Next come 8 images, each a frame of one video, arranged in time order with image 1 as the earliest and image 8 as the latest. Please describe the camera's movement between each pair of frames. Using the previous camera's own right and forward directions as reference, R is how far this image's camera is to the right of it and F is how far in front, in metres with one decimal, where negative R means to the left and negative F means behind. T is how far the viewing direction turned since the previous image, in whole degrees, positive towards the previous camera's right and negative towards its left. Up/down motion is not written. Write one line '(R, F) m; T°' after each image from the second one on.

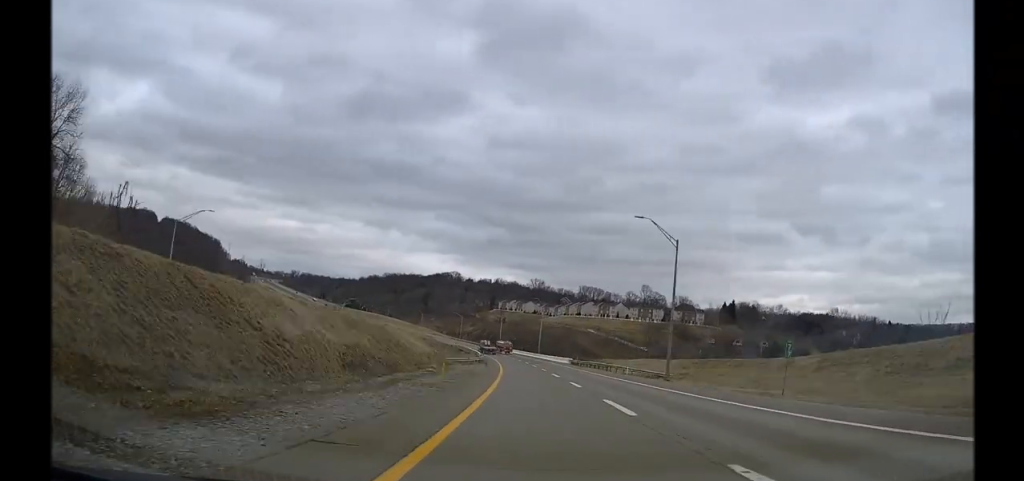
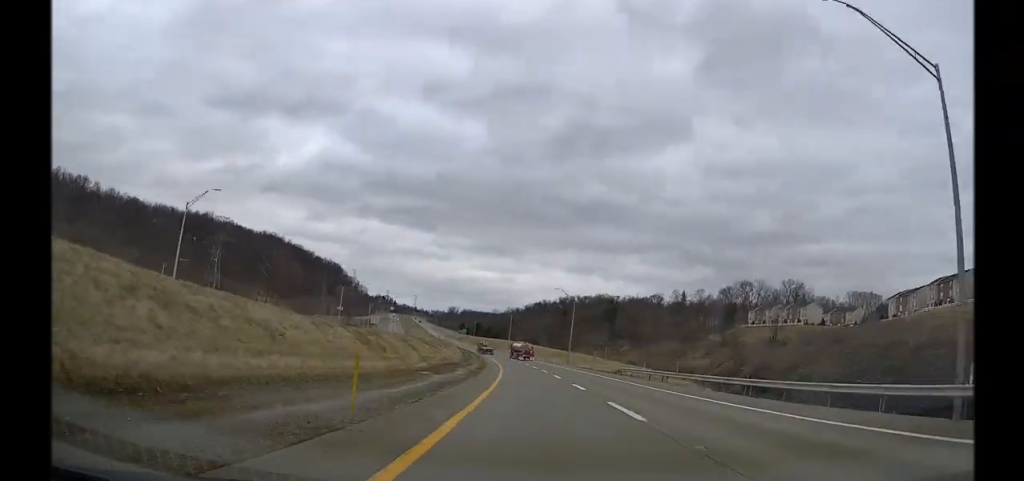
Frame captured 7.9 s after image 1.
(-49.3, +285.9) m; -16°
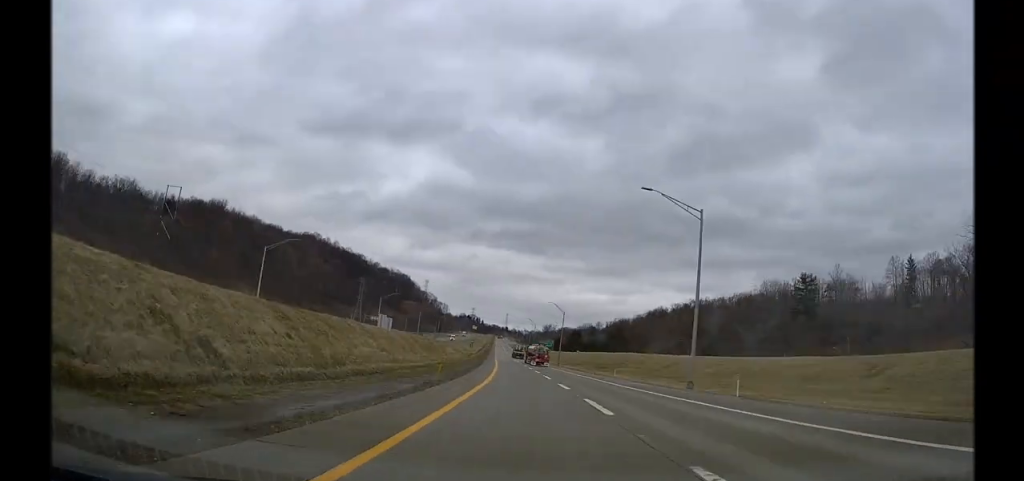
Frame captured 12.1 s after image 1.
(-16.5, +162.2) m; -5°
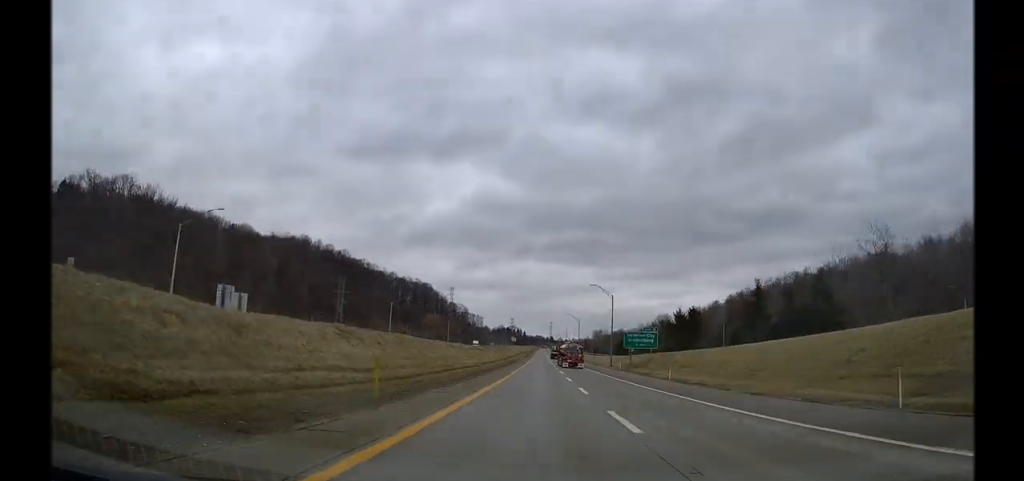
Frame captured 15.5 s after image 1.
(-5.0, +148.8) m; -2°
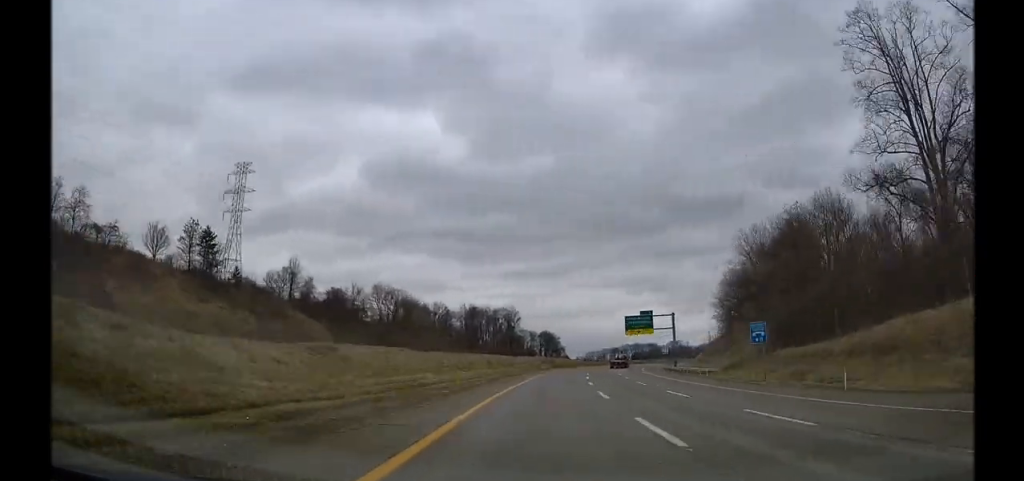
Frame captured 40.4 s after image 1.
(+165.4, +814.9) m; +44°
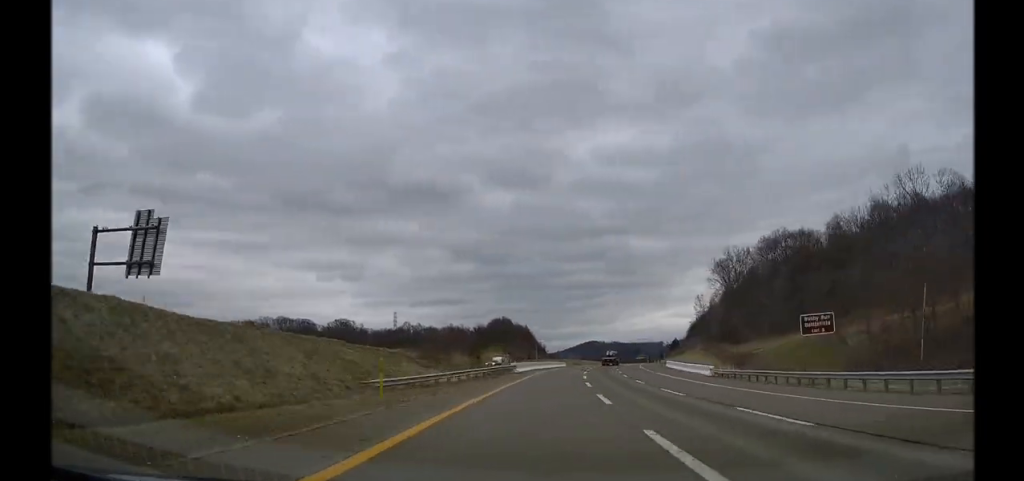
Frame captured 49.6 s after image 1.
(+34.1, +248.2) m; +12°
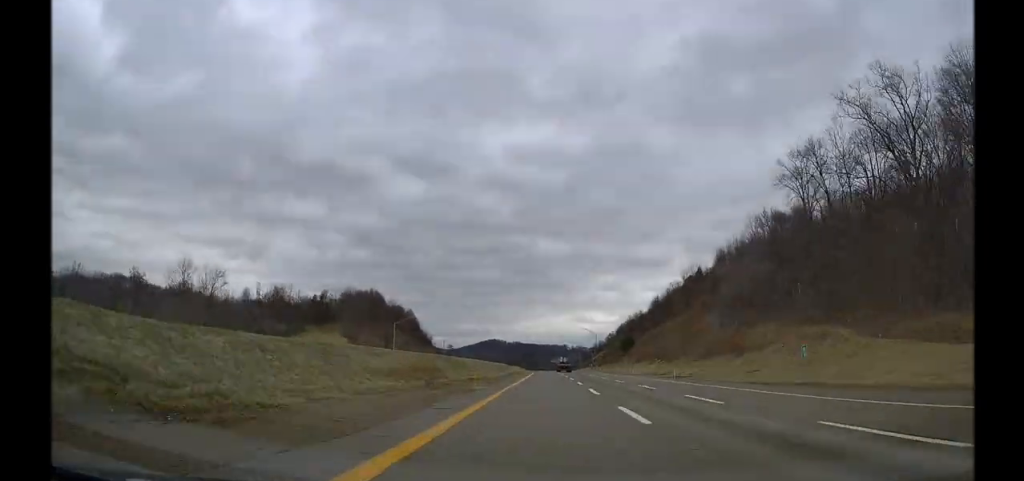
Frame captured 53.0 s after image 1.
(+4.2, +98.8) m; +3°
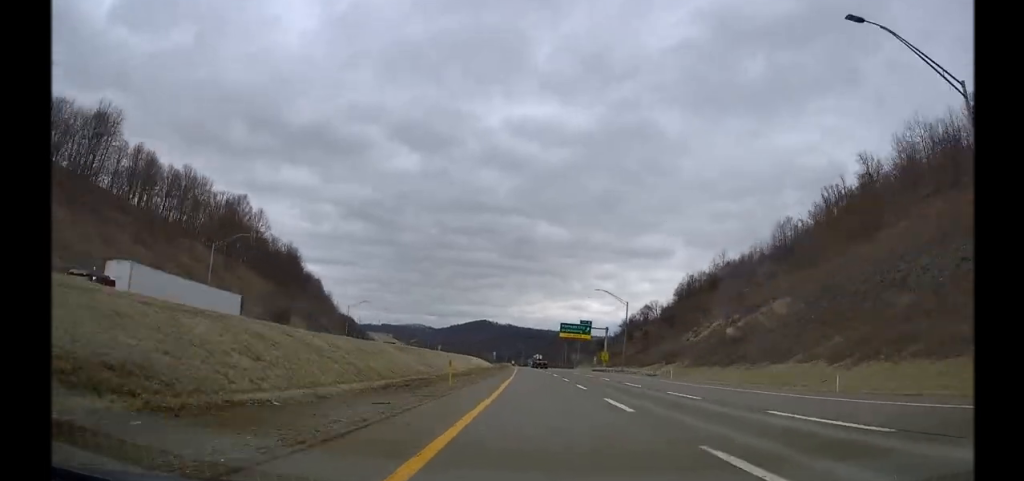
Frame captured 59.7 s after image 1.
(+1.5, +206.6) m; -2°
